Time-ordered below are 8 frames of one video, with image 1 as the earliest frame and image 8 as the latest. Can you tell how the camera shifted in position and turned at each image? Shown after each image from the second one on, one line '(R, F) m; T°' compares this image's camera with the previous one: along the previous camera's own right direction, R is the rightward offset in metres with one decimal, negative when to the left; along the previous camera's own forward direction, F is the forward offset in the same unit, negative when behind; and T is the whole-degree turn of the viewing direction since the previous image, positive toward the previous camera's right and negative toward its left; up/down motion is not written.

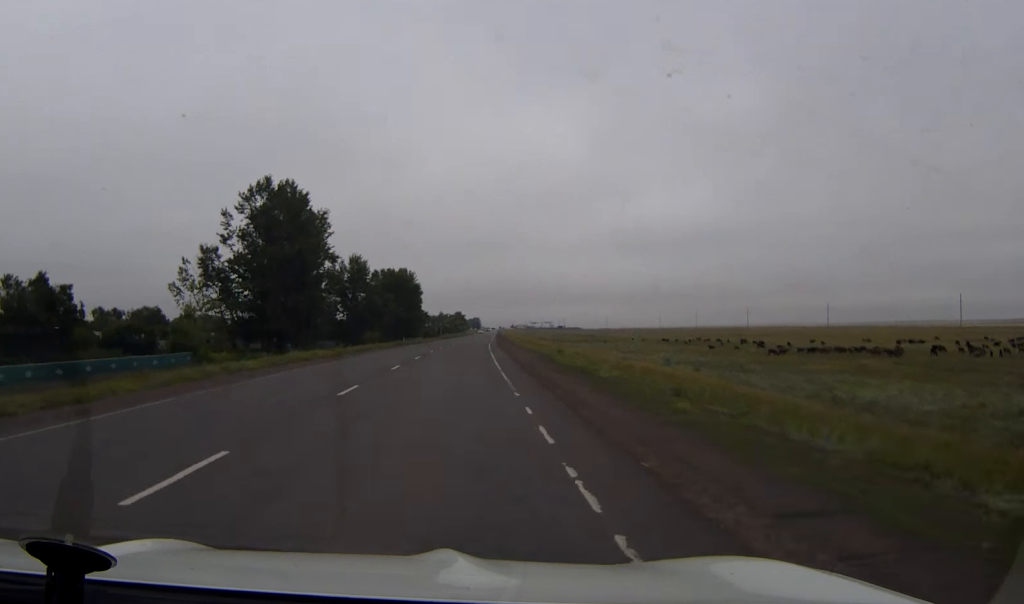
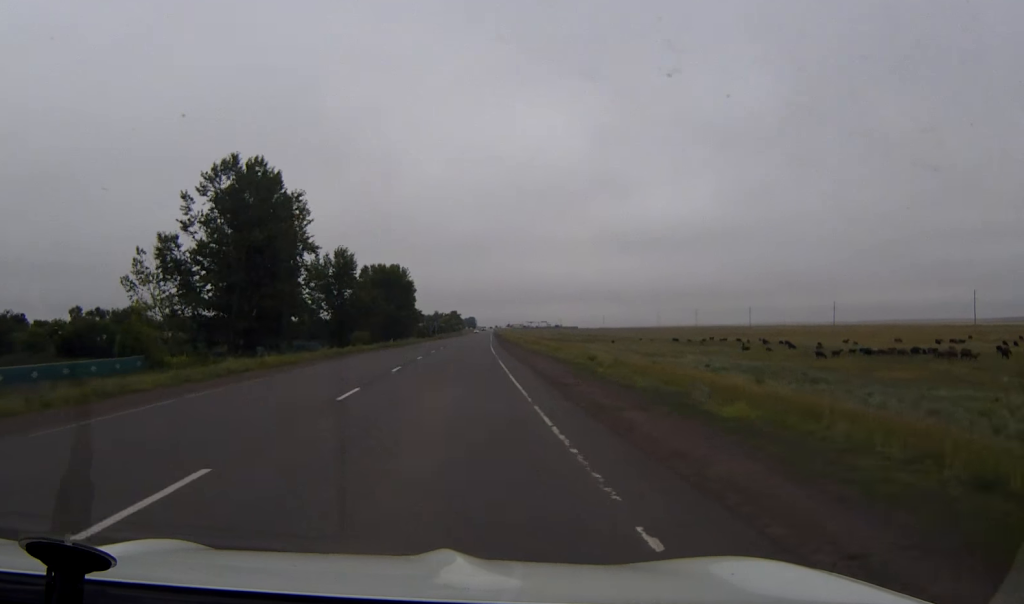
(+0.1, +13.6) m; +1°
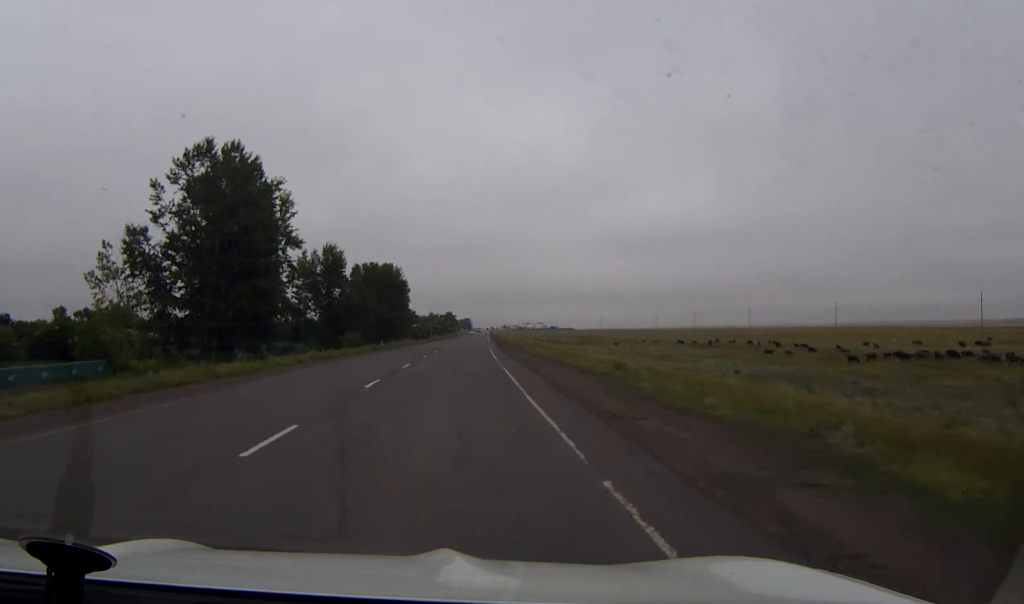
(0.0, +7.6) m; 0°
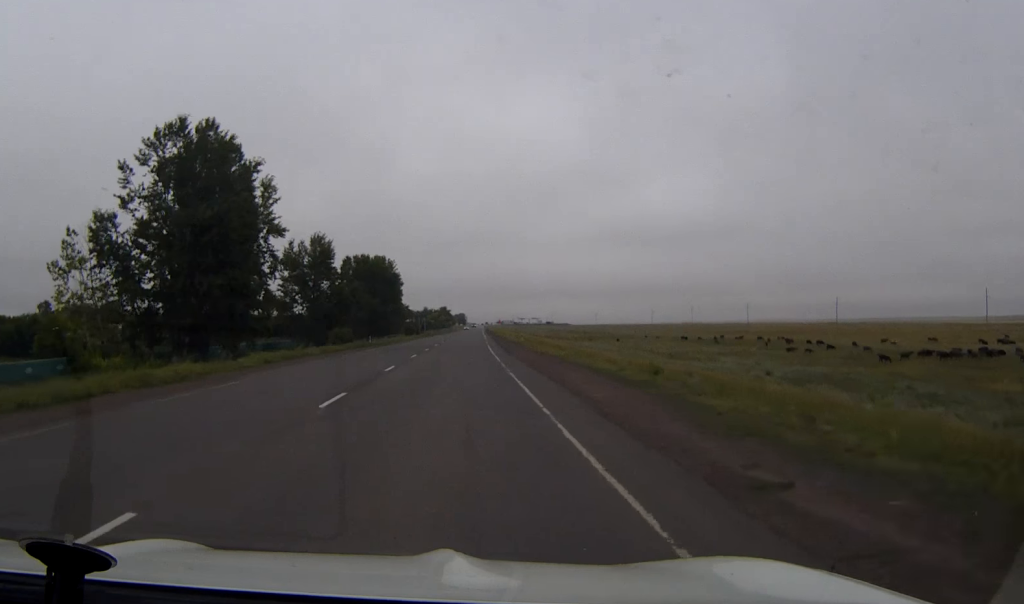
(0.0, +7.0) m; 0°
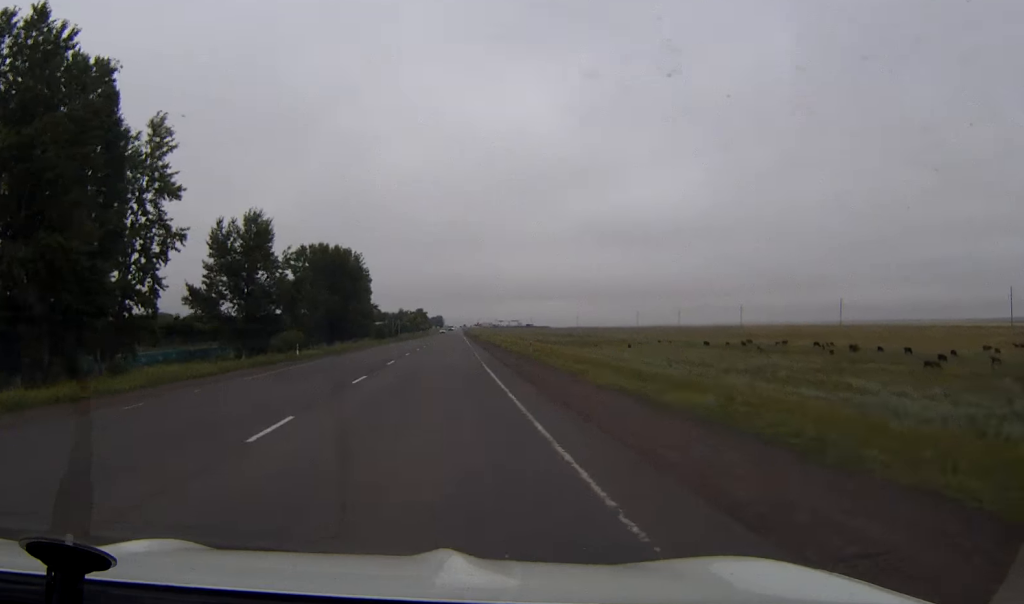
(+0.3, +28.6) m; +1°
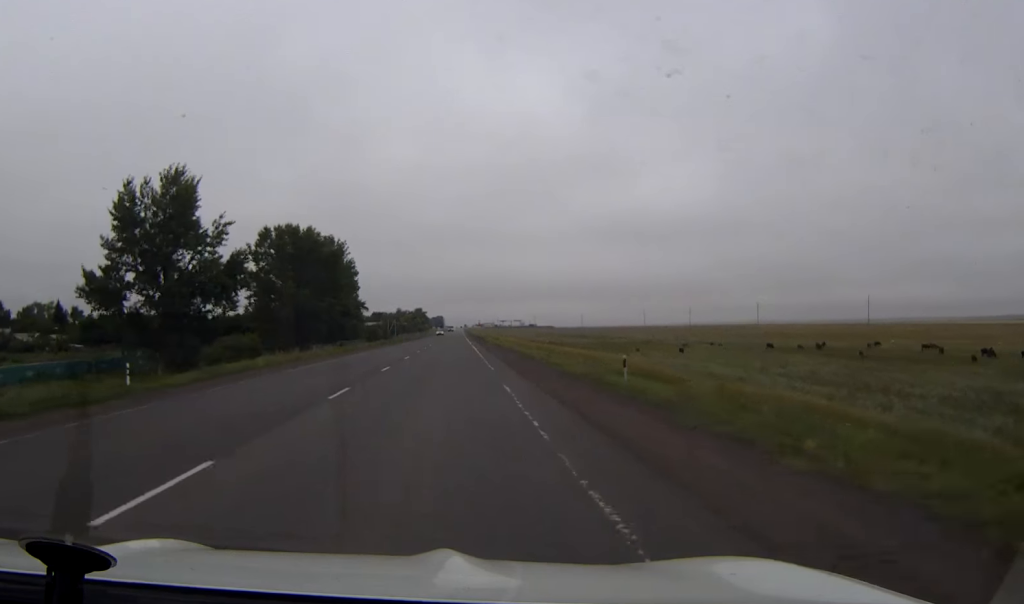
(0.0, +29.1) m; 0°
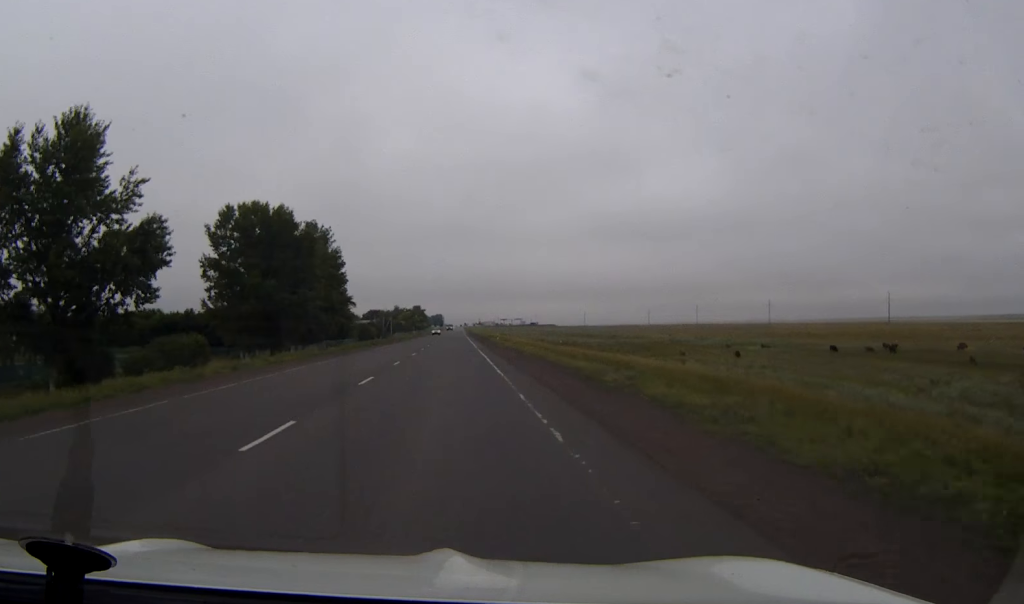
(0.0, +19.9) m; 0°
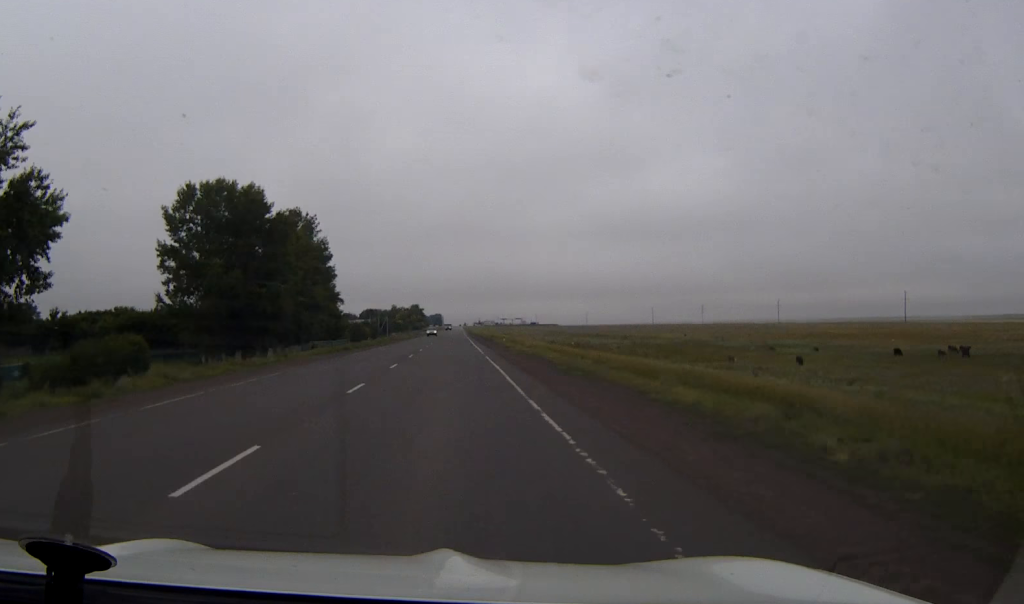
(0.0, +15.4) m; 0°
